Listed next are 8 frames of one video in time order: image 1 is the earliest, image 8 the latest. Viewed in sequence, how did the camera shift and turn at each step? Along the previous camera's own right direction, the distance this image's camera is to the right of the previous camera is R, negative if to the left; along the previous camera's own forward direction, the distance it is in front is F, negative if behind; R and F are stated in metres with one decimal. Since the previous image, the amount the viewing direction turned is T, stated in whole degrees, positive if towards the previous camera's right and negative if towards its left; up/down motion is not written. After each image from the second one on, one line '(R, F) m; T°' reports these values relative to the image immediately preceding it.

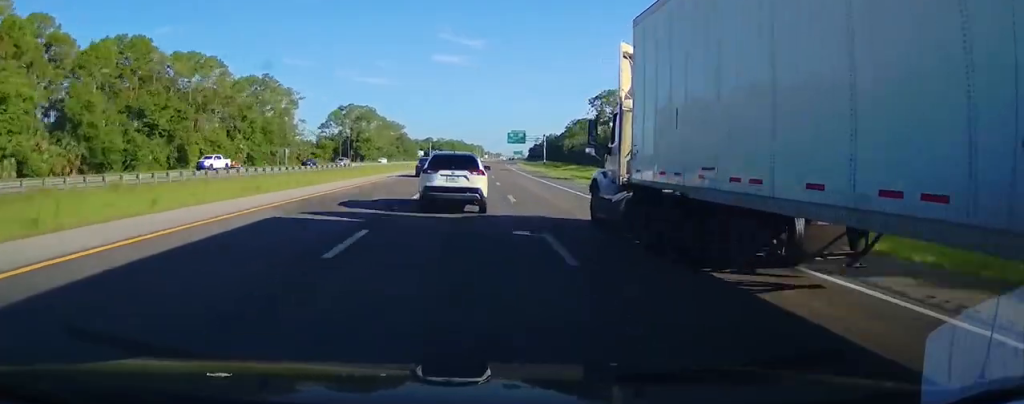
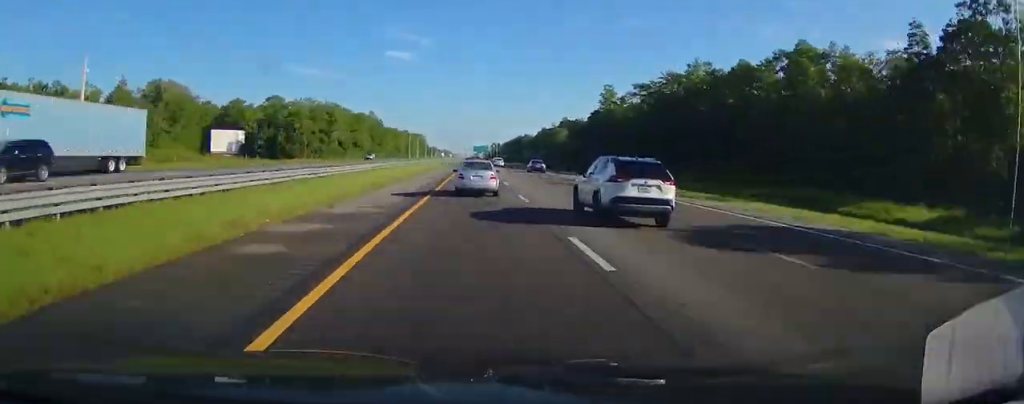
(+6.3, +289.7) m; +4°
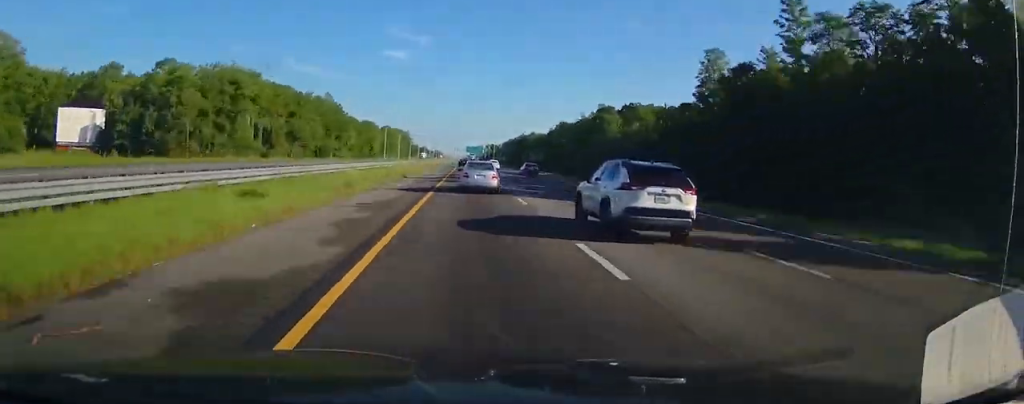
(+1.2, +67.8) m; 0°
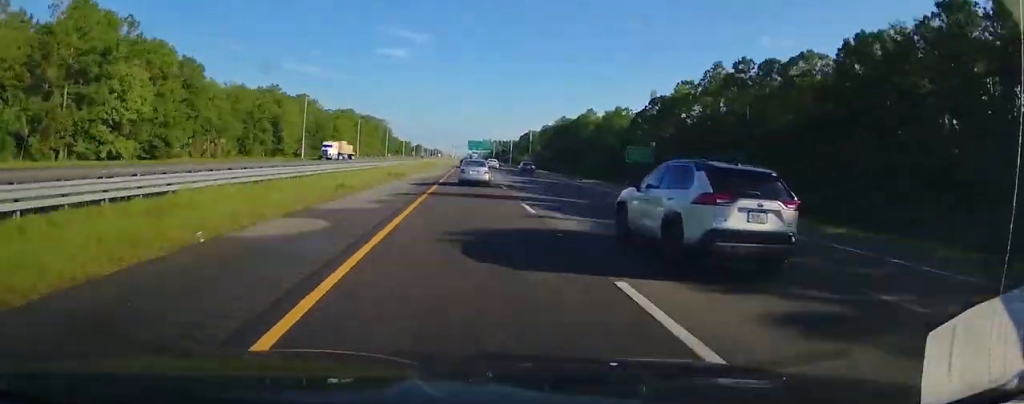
(+0.3, +112.0) m; 0°
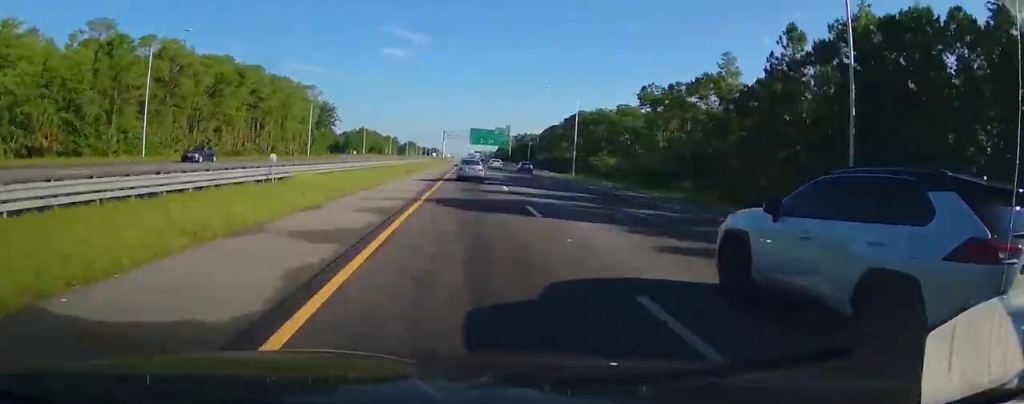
(-0.5, +116.1) m; 0°
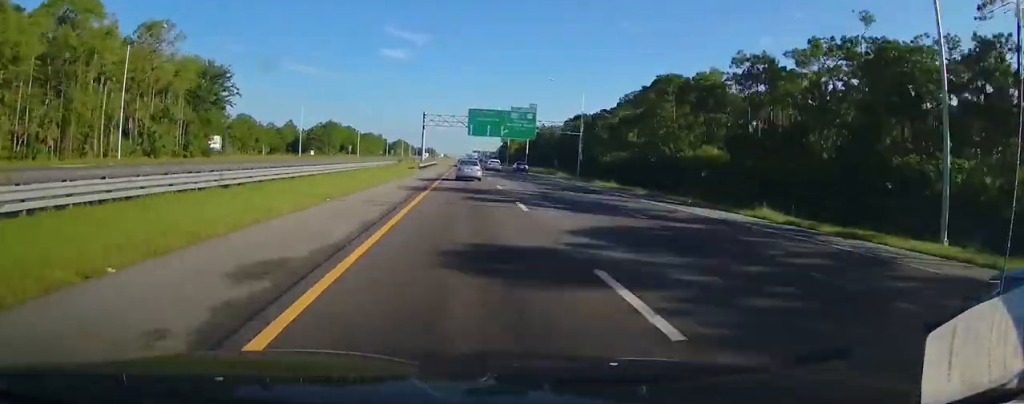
(+0.1, +70.9) m; 0°
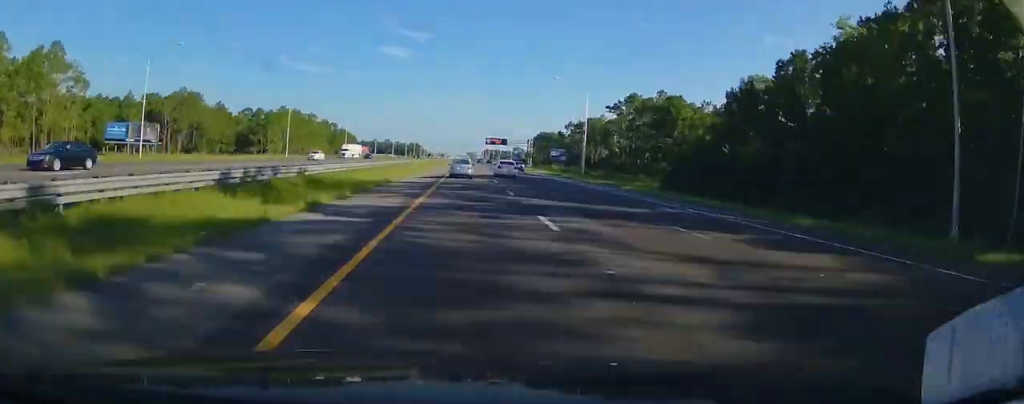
(+0.1, +335.3) m; 0°
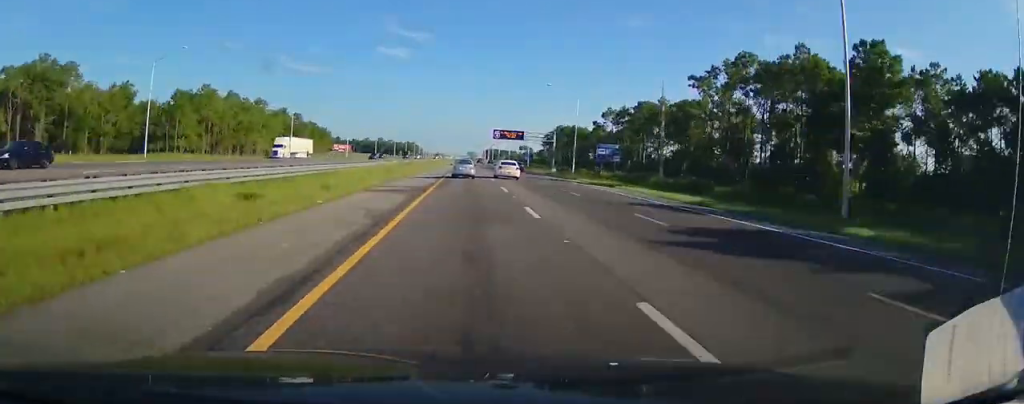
(-0.4, +60.4) m; 0°
